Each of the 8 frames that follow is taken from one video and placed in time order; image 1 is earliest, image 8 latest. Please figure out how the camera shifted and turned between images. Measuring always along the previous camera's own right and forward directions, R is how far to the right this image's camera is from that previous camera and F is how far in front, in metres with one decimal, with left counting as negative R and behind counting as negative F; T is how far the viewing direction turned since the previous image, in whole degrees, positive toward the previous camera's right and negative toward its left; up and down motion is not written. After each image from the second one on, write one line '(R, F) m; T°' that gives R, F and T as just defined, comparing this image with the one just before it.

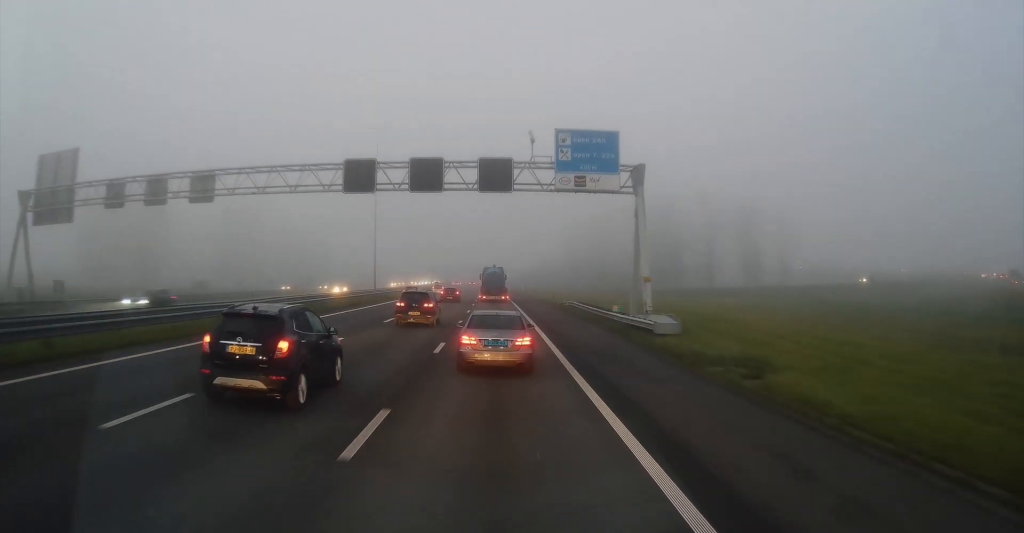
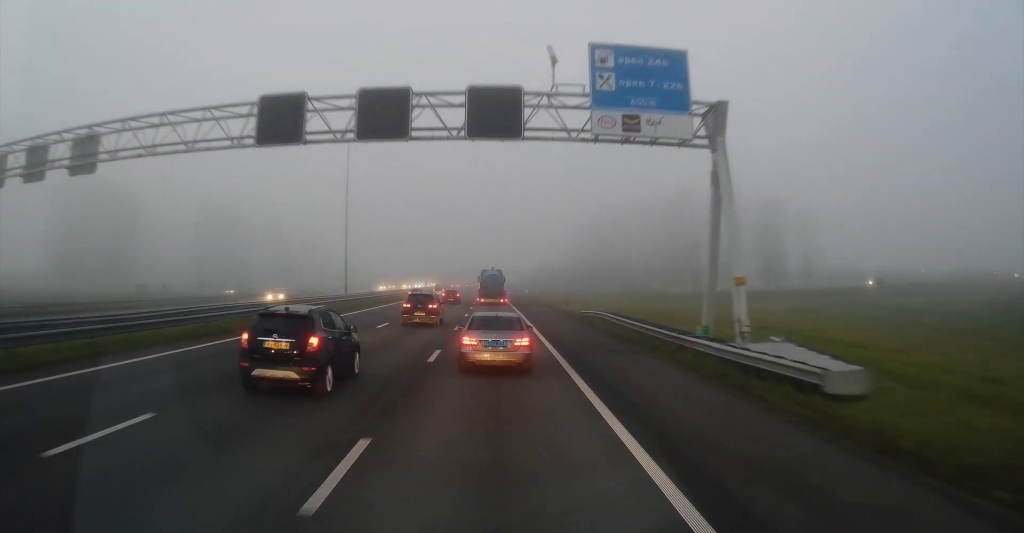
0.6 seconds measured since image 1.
(0.0, +13.2) m; 0°
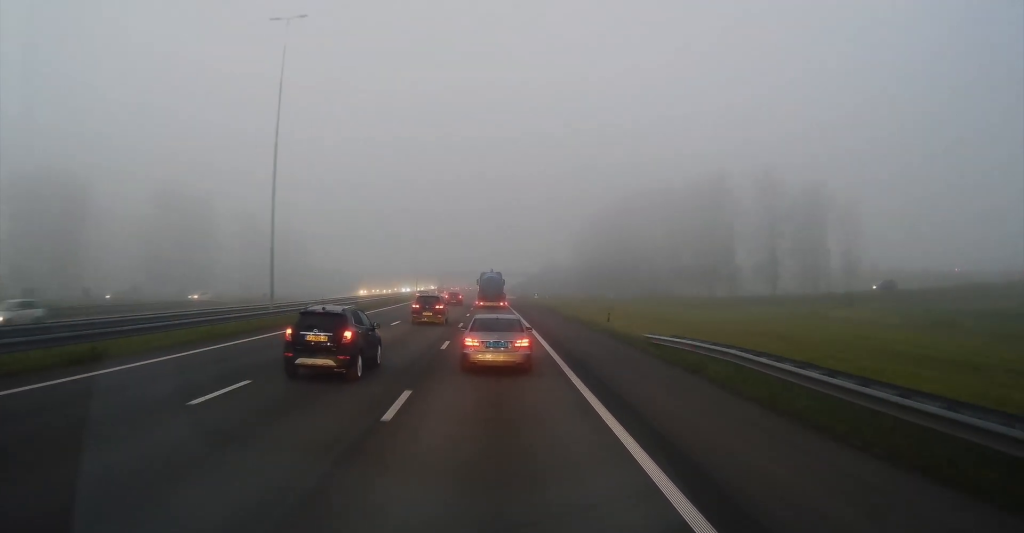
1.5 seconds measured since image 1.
(0.0, +19.9) m; -1°
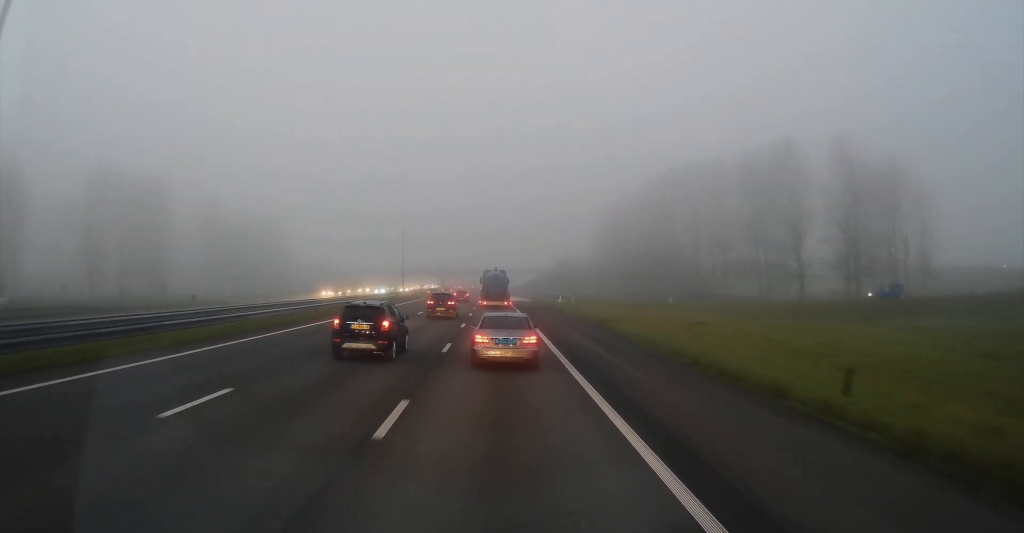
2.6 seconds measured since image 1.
(-0.5, +25.4) m; 0°
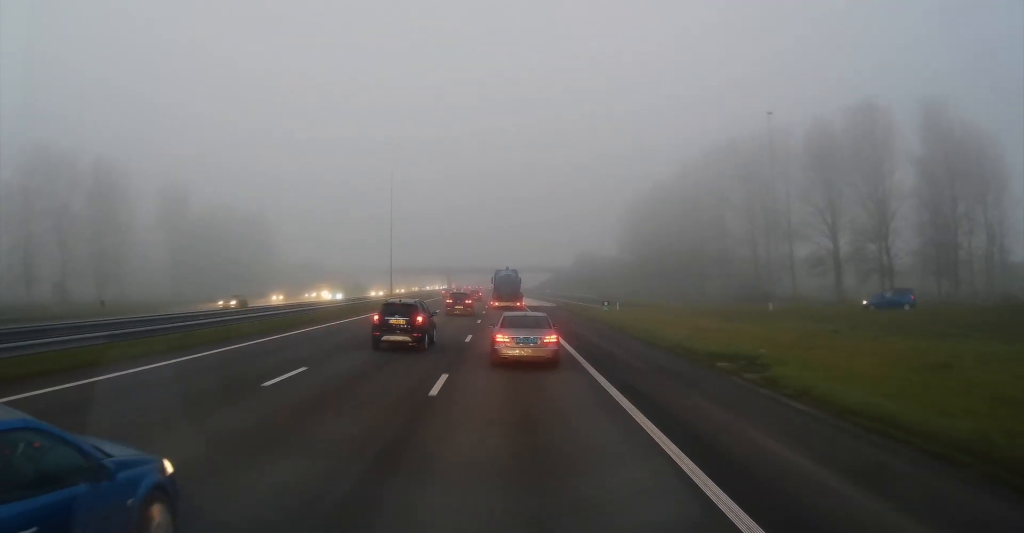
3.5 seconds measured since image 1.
(+0.2, +20.8) m; 0°
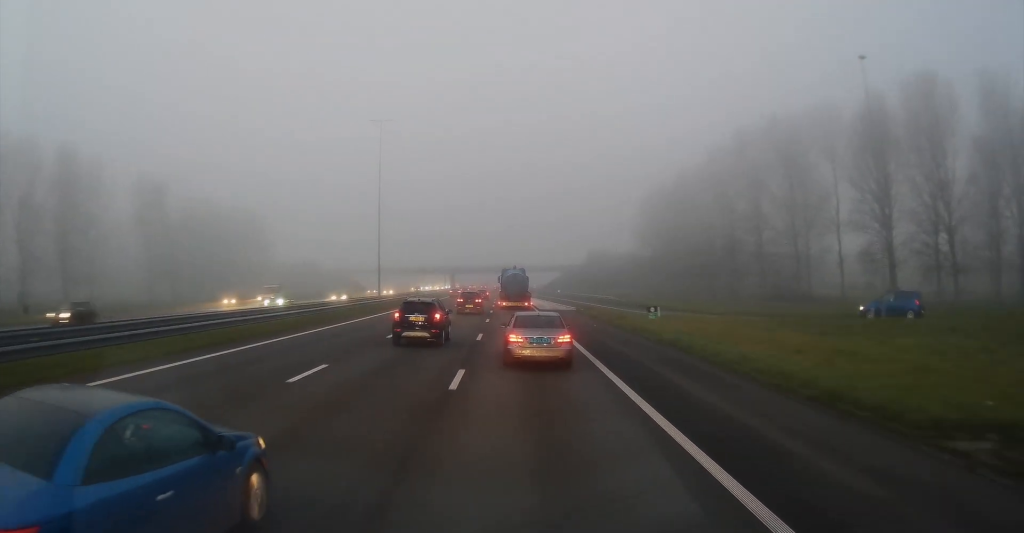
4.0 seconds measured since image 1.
(0.0, +11.4) m; 0°
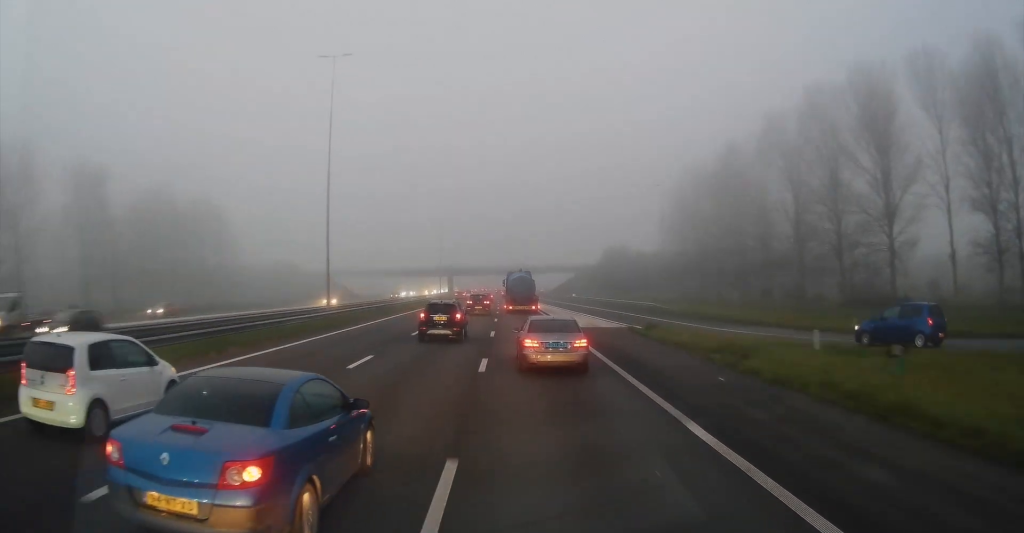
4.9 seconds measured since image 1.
(-0.1, +19.7) m; -1°
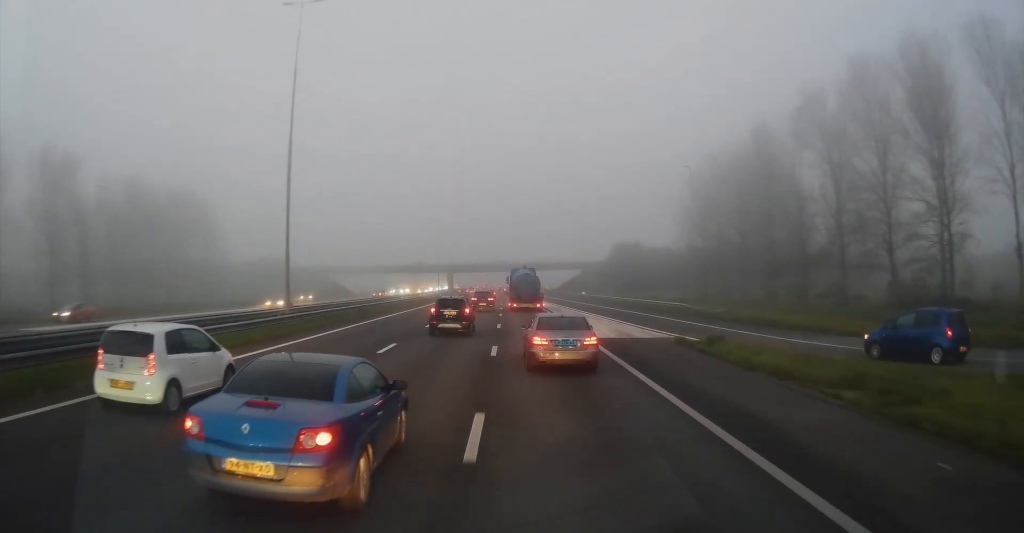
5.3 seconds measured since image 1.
(0.0, +9.3) m; -1°
